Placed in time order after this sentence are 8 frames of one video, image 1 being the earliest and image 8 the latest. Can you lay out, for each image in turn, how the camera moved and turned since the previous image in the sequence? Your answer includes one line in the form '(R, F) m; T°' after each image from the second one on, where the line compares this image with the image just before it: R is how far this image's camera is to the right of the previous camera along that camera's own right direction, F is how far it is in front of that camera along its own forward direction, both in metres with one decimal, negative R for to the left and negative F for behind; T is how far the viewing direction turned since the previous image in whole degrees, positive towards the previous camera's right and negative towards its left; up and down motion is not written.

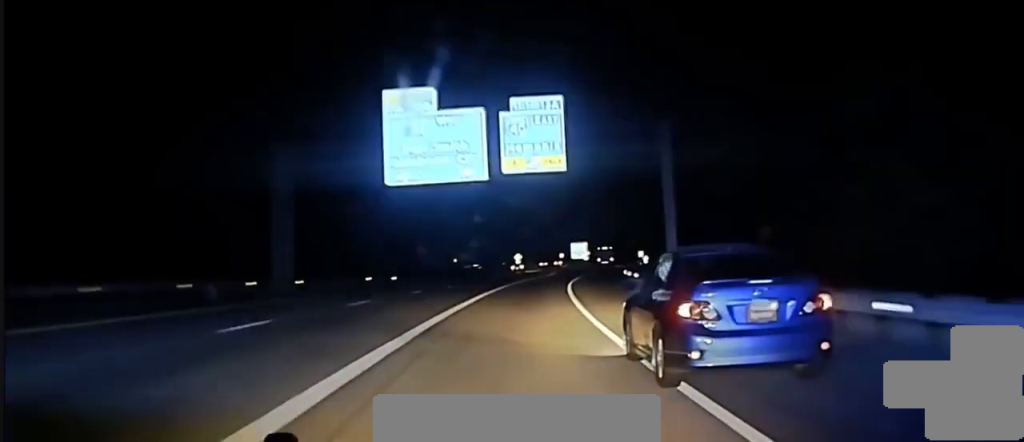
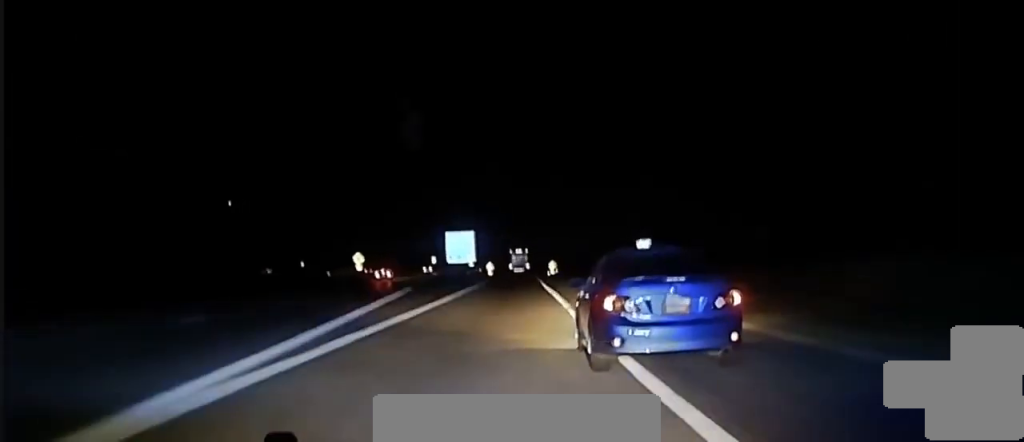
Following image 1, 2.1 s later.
(+8.0, +92.6) m; +7°
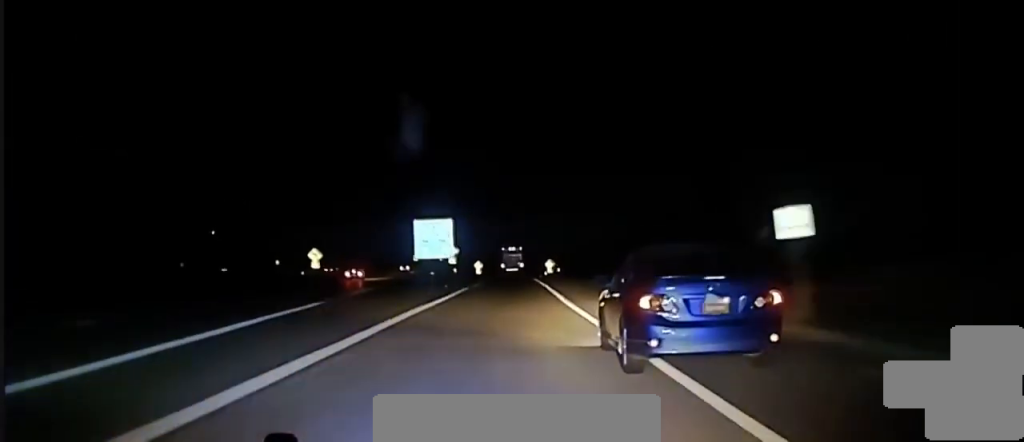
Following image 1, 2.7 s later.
(+0.1, +24.4) m; +1°
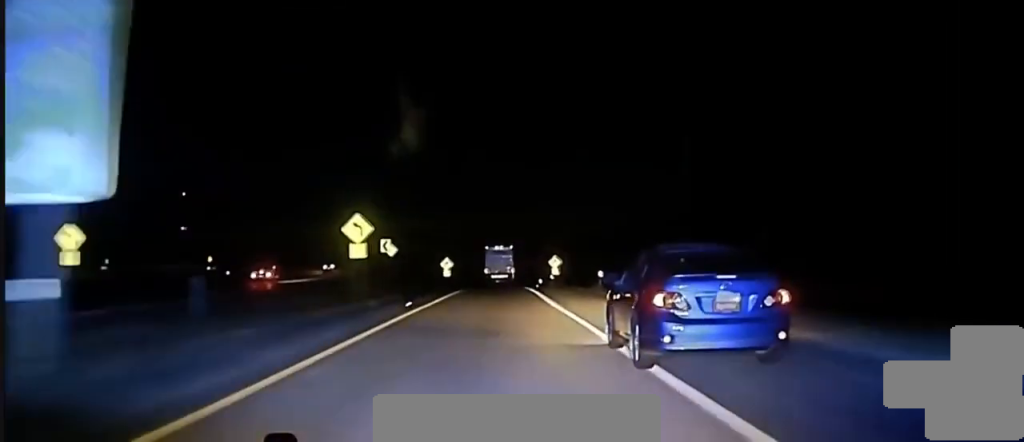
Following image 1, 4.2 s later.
(+0.8, +59.3) m; +1°
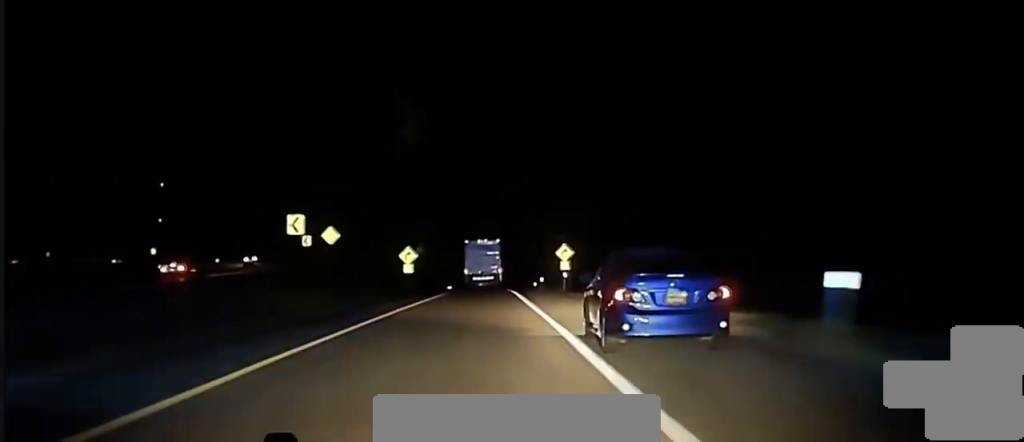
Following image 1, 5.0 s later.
(+0.1, +38.5) m; 0°
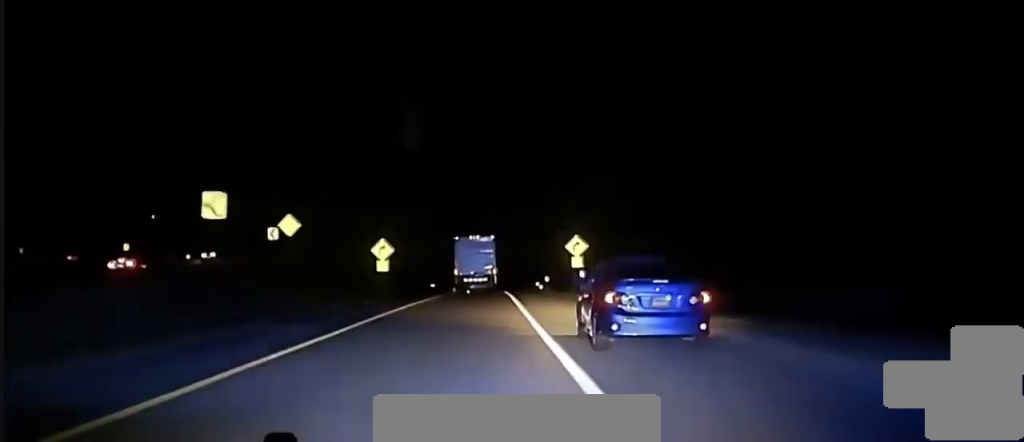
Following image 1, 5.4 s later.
(0.0, +17.9) m; 0°
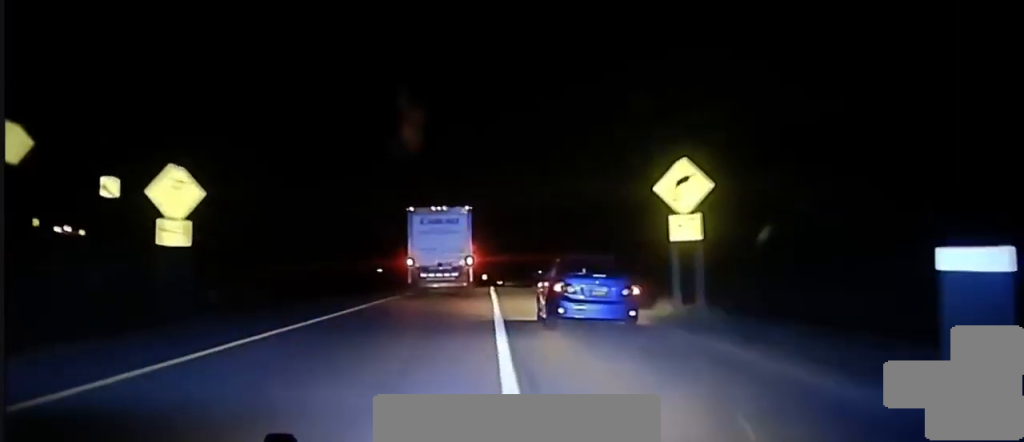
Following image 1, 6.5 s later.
(0.0, +50.8) m; 0°
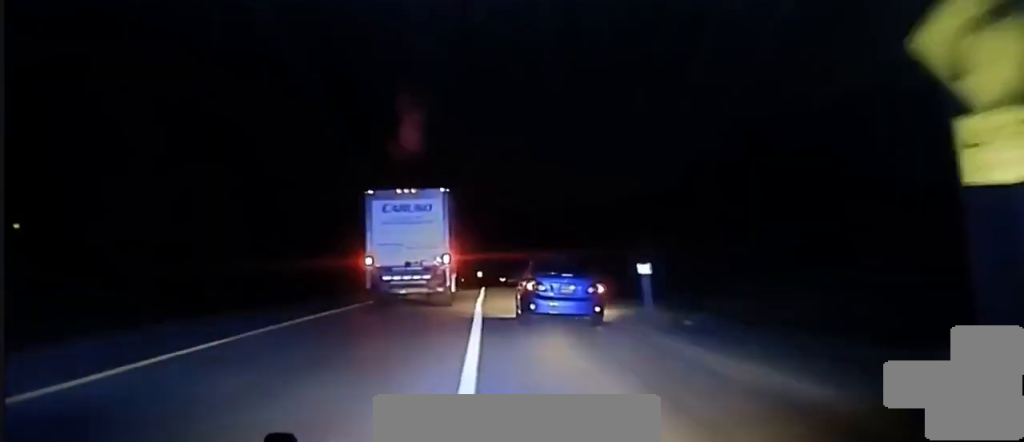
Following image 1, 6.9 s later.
(0.0, +20.9) m; 0°
